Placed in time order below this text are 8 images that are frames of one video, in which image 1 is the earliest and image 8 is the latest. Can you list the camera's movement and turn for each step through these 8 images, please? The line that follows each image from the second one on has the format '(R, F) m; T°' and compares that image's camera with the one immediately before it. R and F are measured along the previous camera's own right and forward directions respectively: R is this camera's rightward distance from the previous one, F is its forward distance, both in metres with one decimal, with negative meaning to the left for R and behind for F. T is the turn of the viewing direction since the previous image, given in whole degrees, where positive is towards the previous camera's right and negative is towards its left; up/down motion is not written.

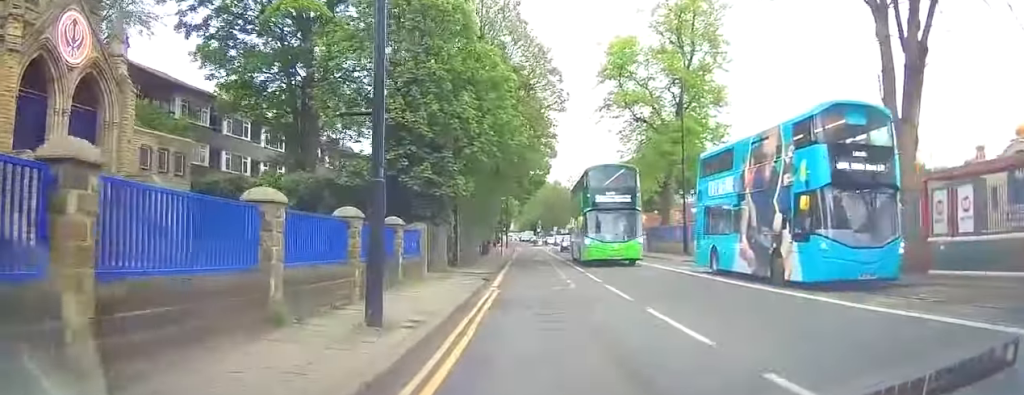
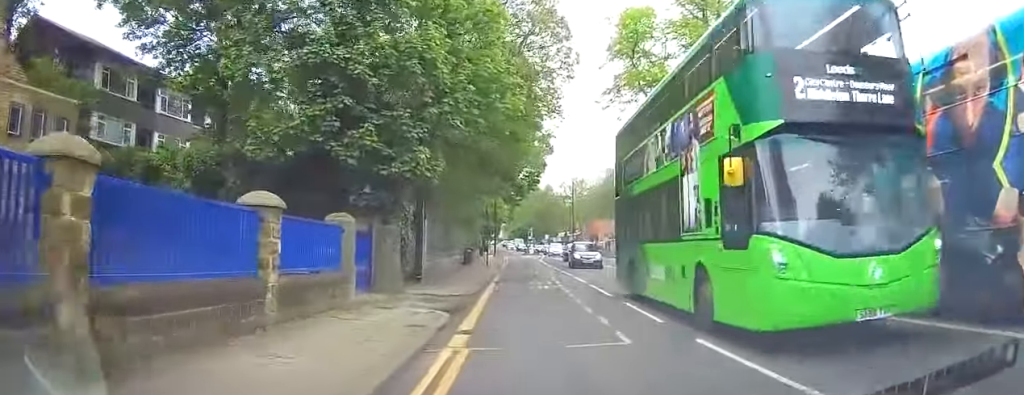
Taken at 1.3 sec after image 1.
(+0.1, +10.3) m; 0°
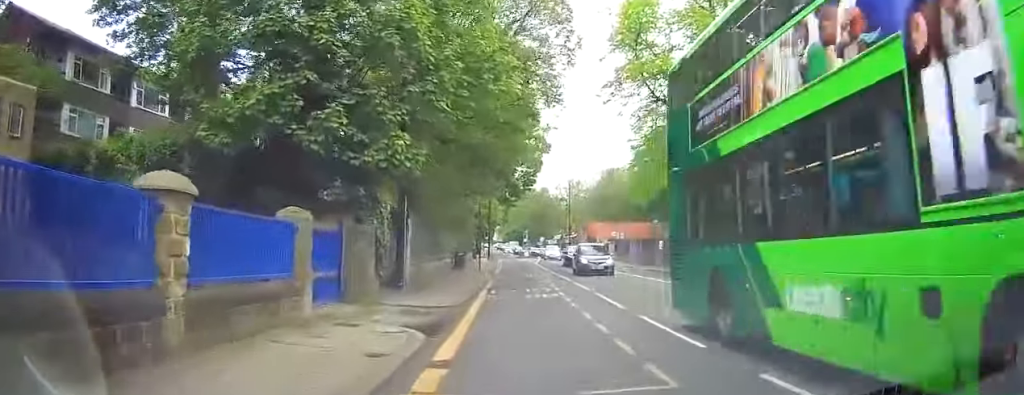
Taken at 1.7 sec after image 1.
(+0.1, +3.0) m; -1°
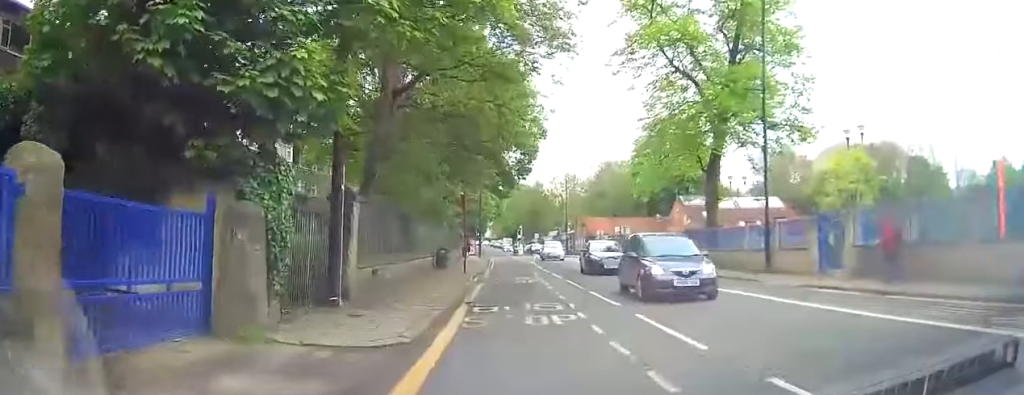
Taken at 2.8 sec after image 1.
(-0.3, +7.3) m; -3°
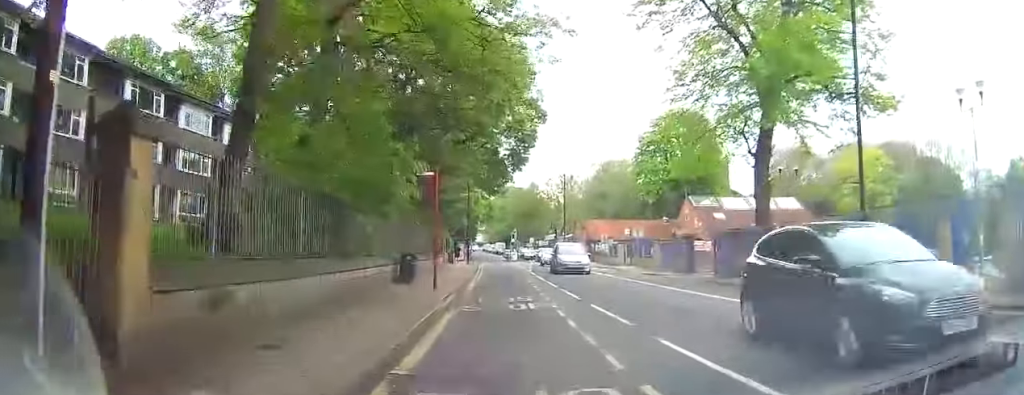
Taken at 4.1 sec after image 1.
(+0.2, +9.3) m; +3°
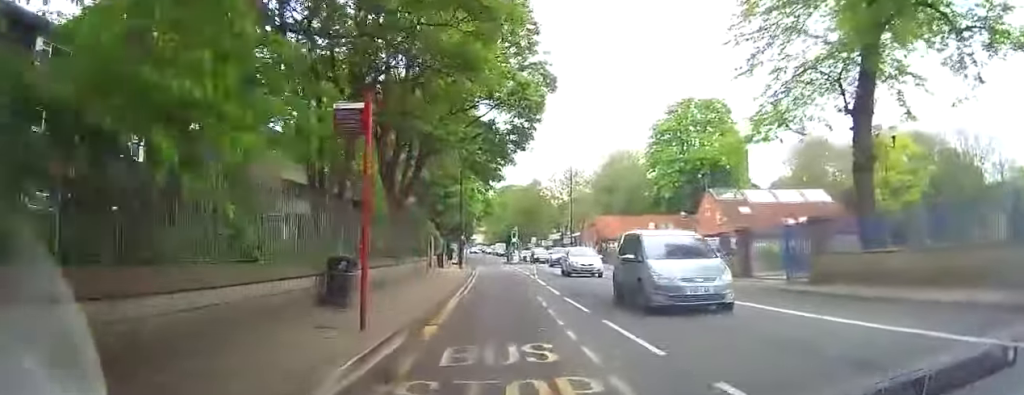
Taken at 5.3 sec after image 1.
(0.0, +9.1) m; -3°
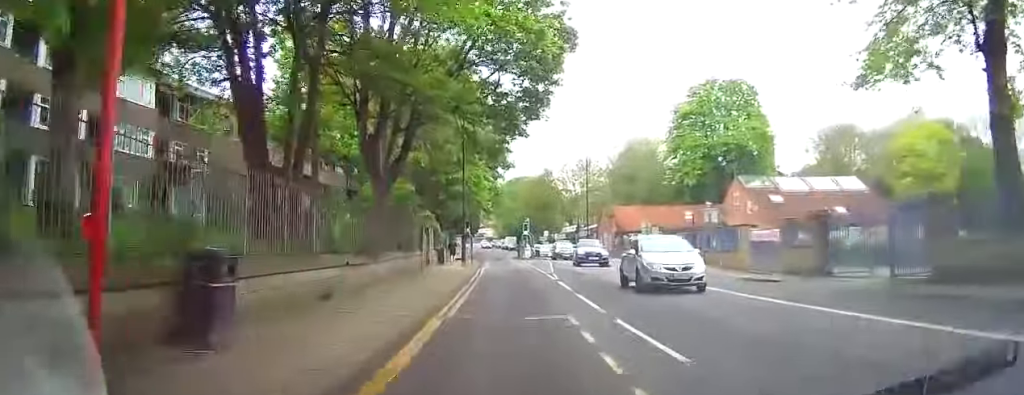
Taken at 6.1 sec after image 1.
(-0.2, +6.7) m; -1°
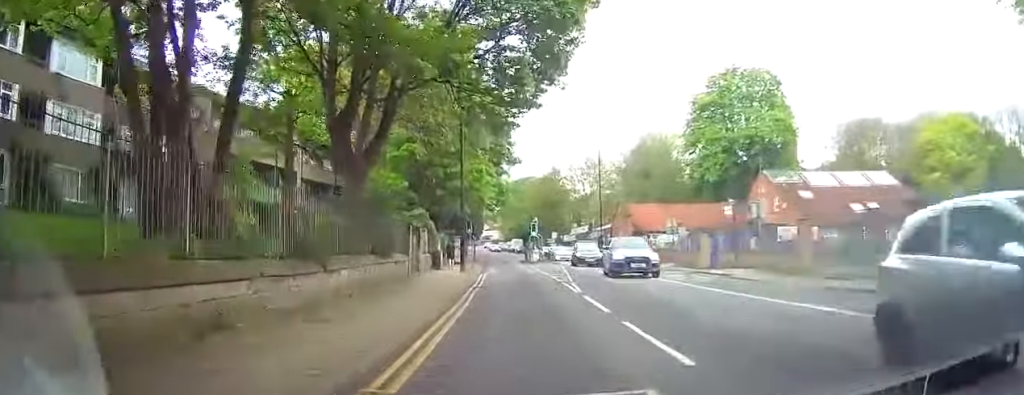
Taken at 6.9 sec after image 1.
(+0.2, +6.2) m; -1°
